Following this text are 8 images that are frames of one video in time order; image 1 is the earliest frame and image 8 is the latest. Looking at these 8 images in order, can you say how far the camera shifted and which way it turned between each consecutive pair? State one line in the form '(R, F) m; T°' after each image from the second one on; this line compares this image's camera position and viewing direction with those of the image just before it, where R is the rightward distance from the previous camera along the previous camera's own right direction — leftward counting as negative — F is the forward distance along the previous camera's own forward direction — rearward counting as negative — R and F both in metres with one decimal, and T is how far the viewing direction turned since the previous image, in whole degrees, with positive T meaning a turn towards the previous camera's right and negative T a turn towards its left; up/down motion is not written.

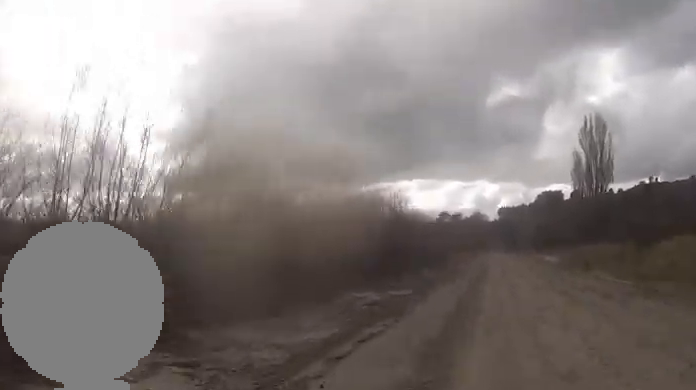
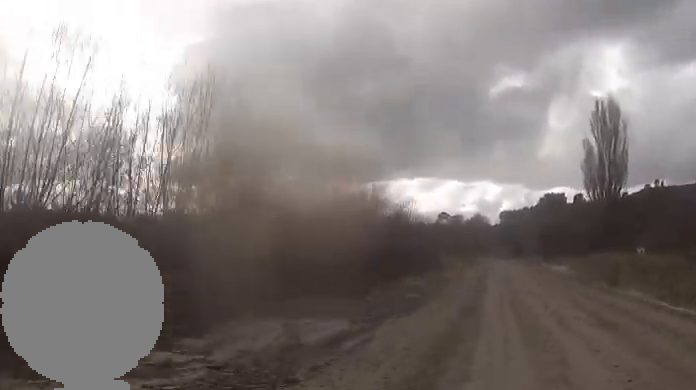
(0.0, +12.0) m; 0°
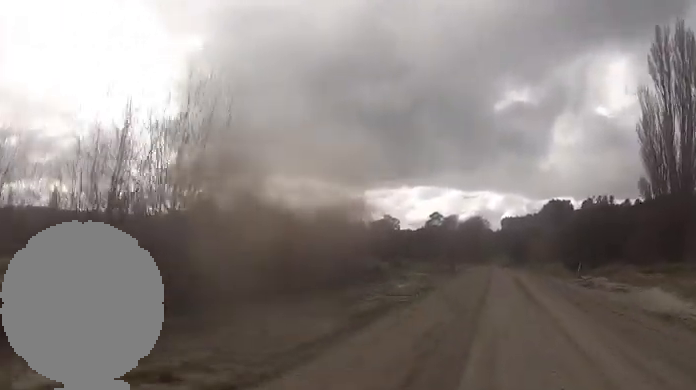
(0.0, +41.9) m; -1°
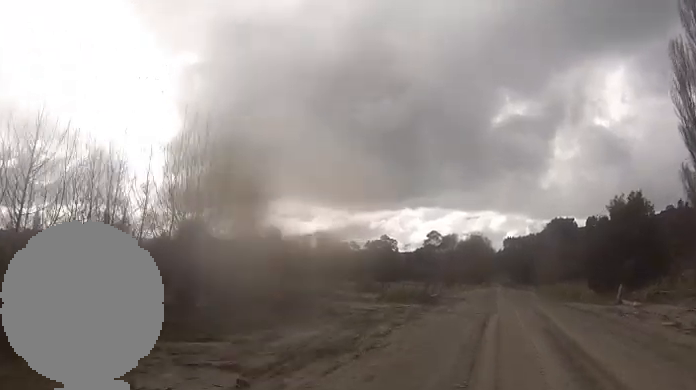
(+0.1, +15.0) m; -2°
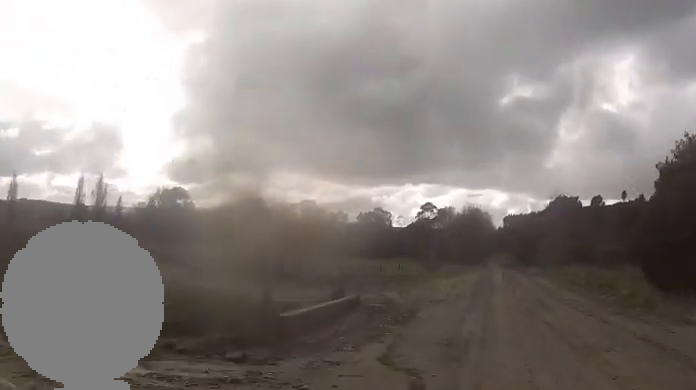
(-0.7, +18.9) m; 0°
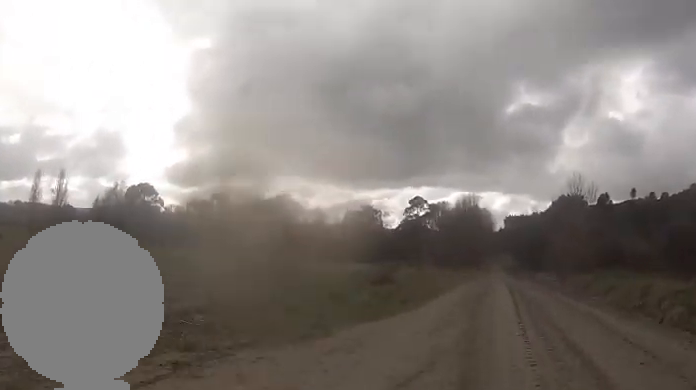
(+0.5, +26.4) m; +2°
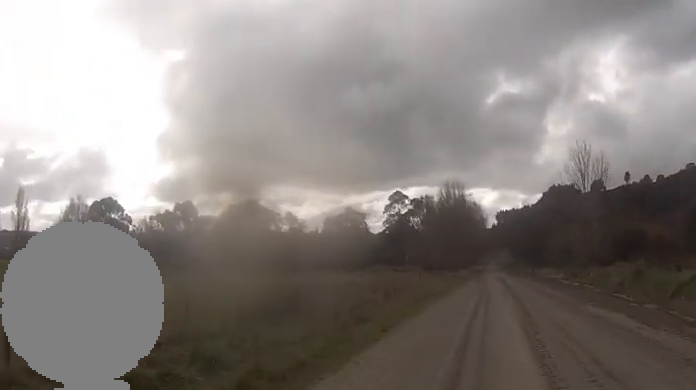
(+0.1, +16.6) m; +1°
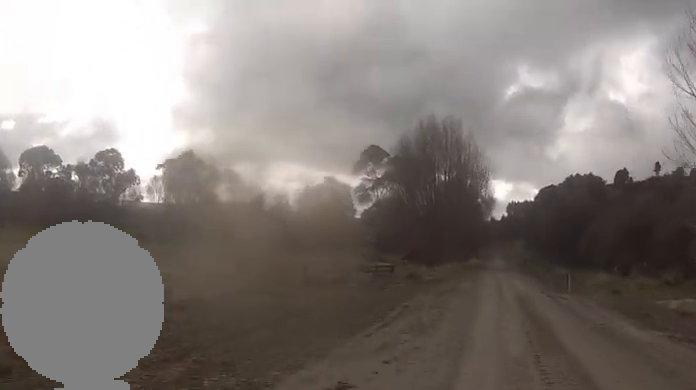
(0.0, +39.0) m; 0°
